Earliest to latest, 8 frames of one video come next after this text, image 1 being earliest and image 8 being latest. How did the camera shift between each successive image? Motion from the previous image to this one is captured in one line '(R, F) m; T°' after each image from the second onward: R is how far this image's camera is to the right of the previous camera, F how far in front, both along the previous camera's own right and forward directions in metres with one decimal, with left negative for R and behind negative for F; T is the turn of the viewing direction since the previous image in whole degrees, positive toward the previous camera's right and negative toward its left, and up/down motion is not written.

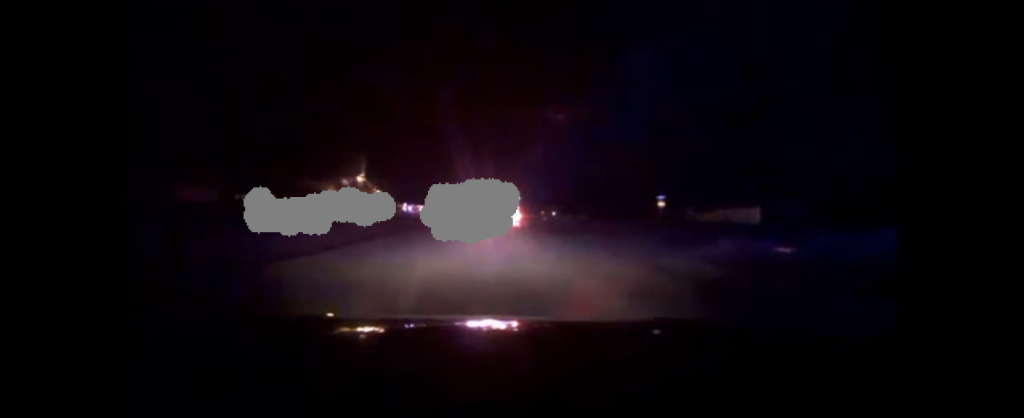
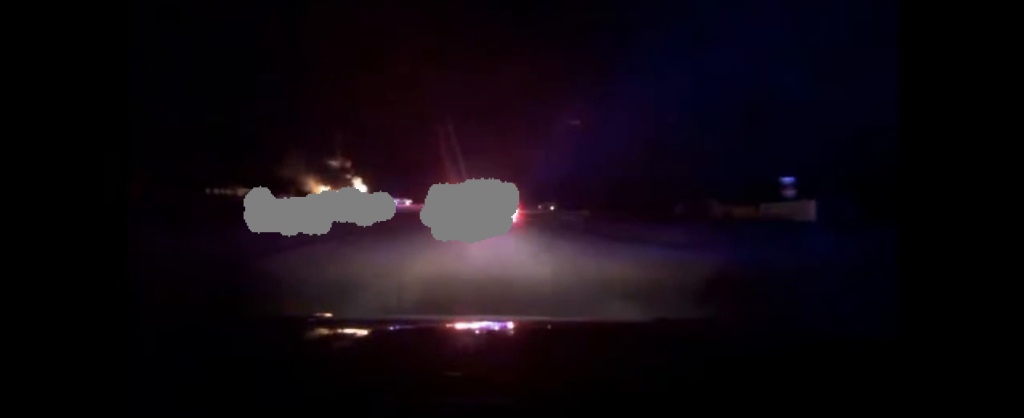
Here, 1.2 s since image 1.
(-0.2, +16.4) m; -1°
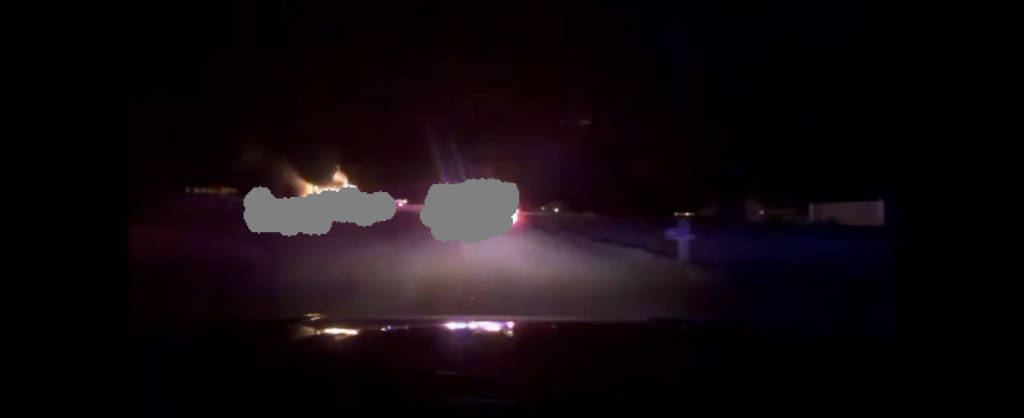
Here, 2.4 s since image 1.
(0.0, +14.5) m; 0°
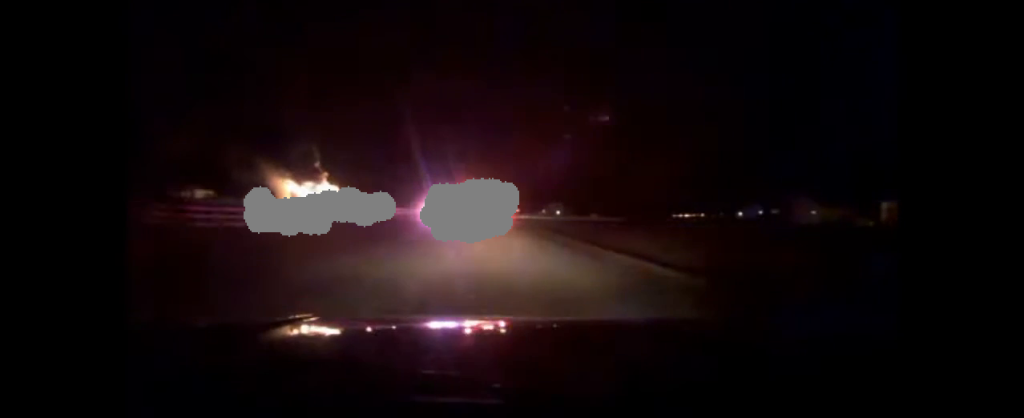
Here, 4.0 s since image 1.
(0.0, +17.5) m; +2°
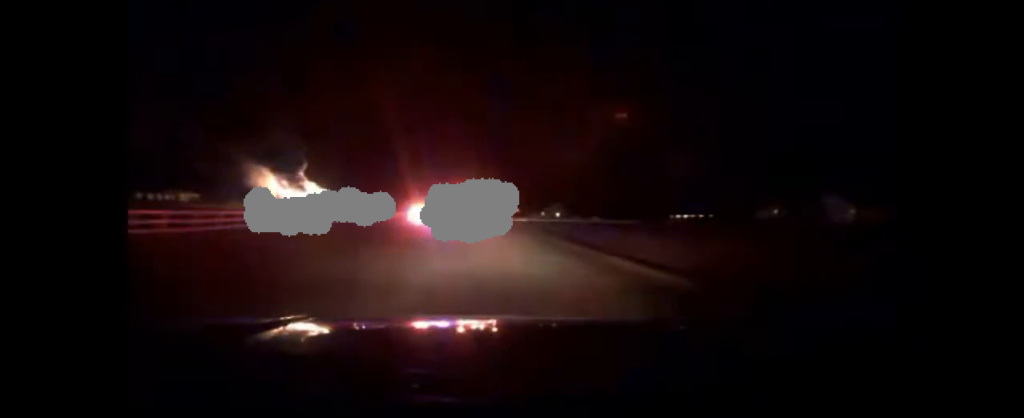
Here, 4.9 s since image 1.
(+0.3, +9.7) m; 0°
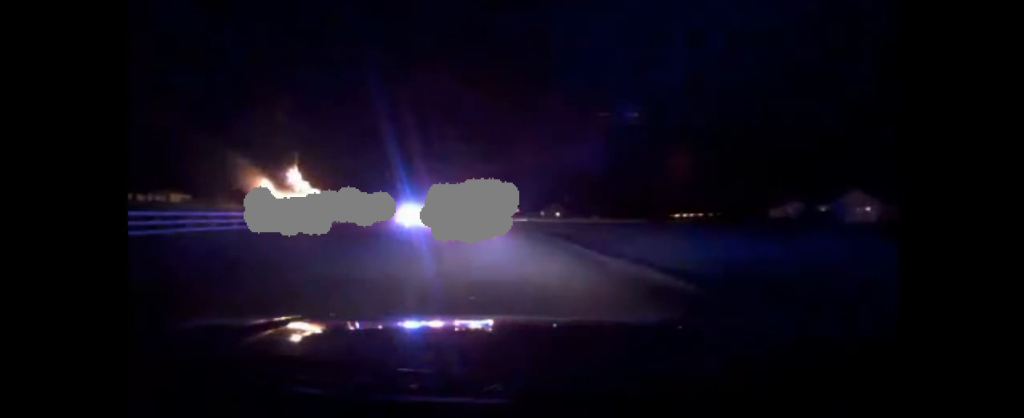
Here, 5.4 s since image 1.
(-0.1, +5.1) m; -1°
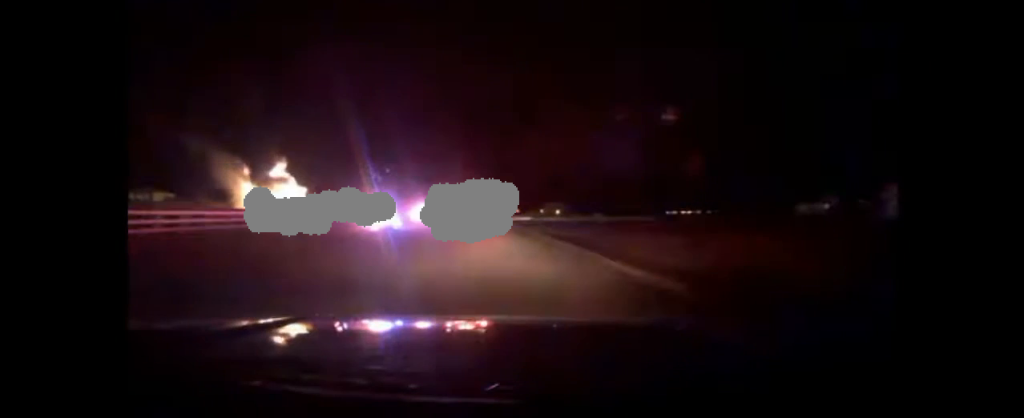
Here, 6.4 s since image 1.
(-0.2, +9.6) m; -1°
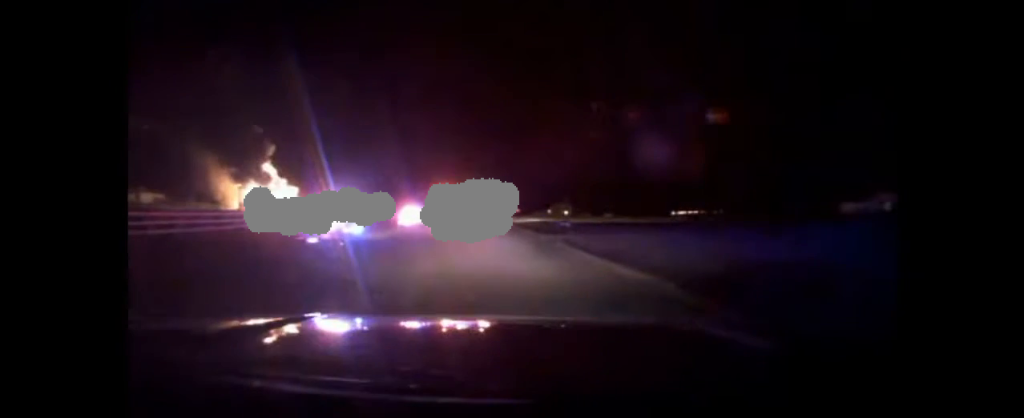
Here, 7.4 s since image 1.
(0.0, +10.2) m; 0°
